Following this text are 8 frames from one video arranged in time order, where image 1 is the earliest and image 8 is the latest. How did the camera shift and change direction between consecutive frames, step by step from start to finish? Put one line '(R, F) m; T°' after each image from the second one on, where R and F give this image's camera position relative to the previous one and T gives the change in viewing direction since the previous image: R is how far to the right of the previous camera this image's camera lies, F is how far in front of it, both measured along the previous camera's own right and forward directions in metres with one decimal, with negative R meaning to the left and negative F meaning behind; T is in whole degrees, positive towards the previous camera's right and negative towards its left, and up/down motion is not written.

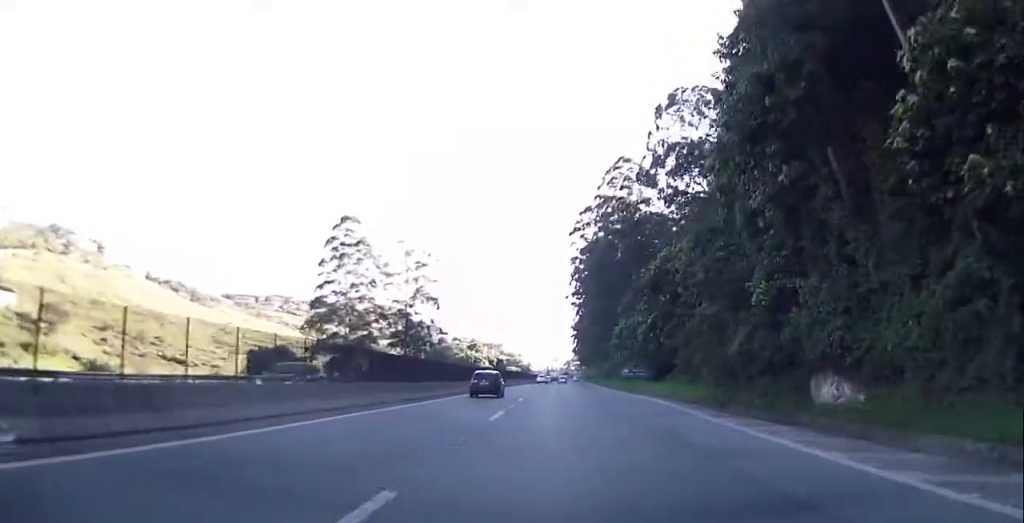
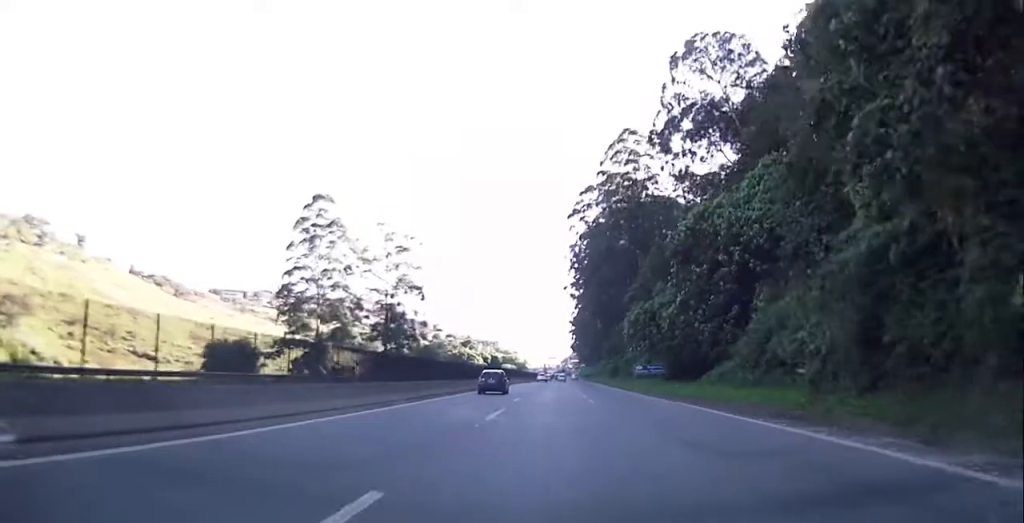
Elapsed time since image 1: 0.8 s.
(+0.6, +16.2) m; +2°
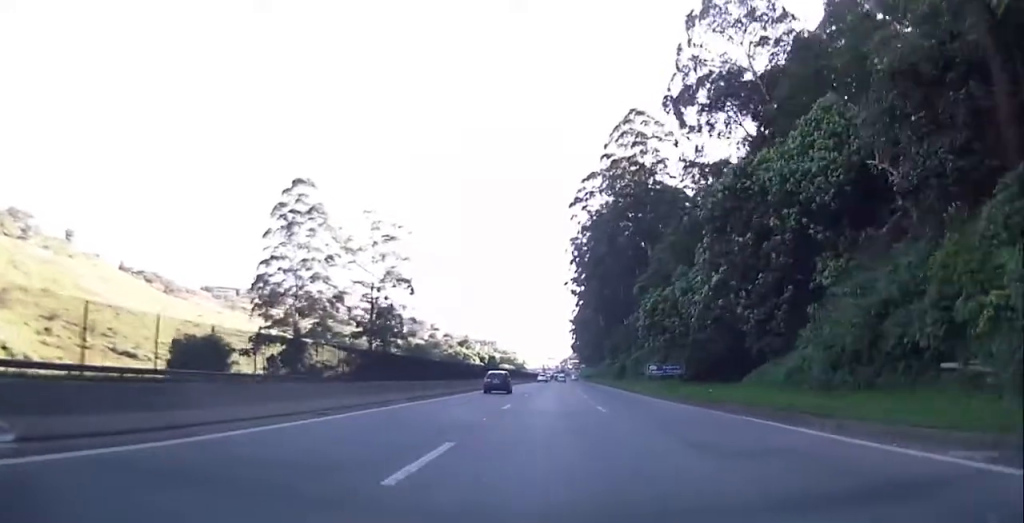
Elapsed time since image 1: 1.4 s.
(+0.2, +10.9) m; 0°
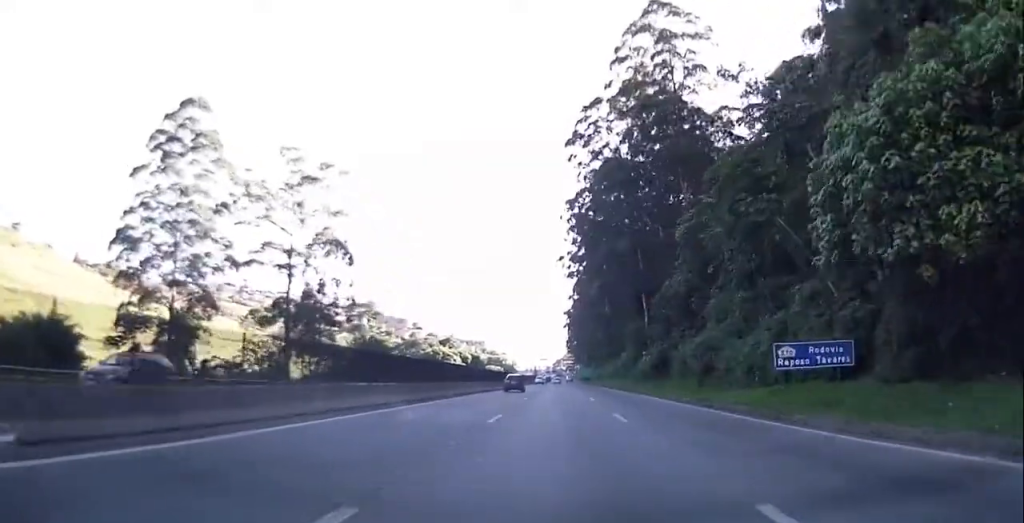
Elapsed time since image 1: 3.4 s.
(-0.9, +38.1) m; -2°
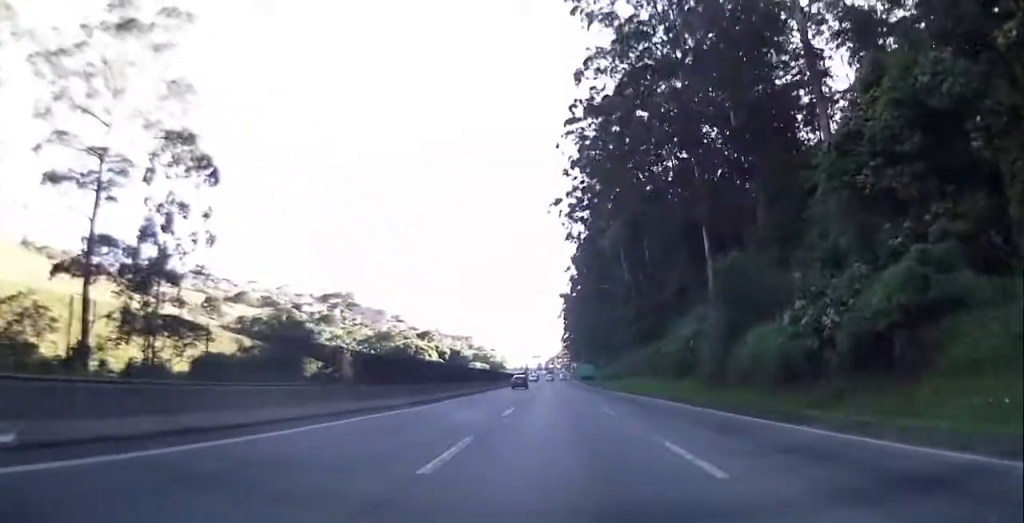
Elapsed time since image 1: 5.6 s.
(+1.1, +41.5) m; +2°
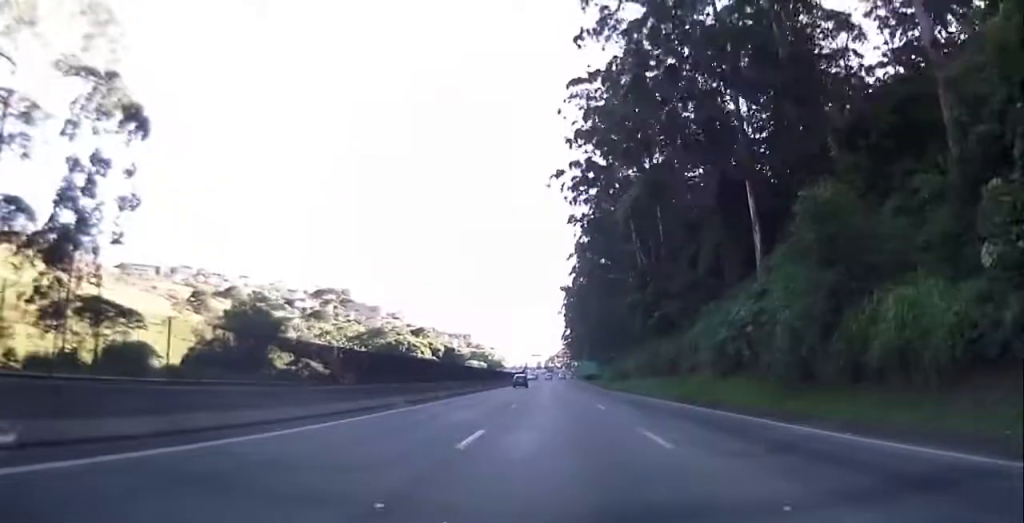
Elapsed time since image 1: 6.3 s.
(-0.1, +12.4) m; 0°
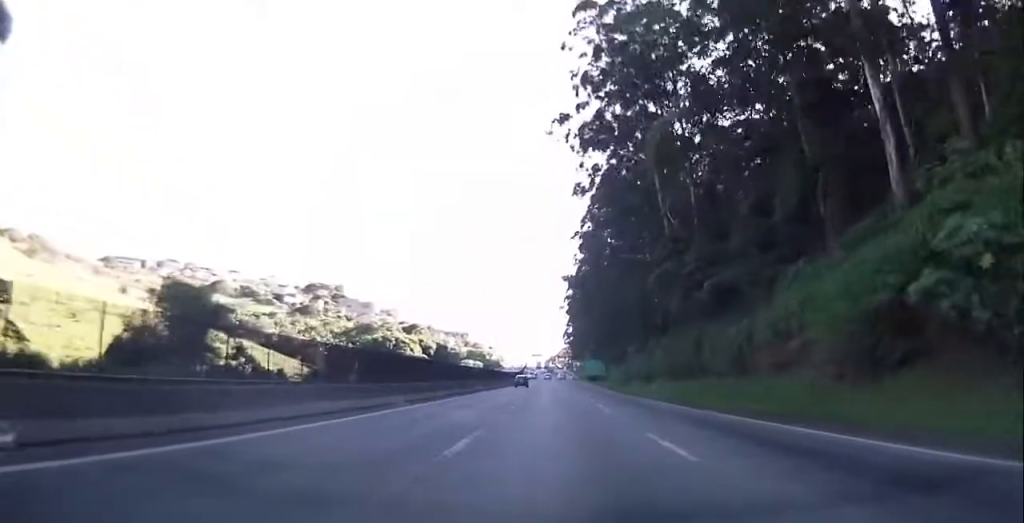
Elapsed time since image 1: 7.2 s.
(0.0, +17.4) m; -1°
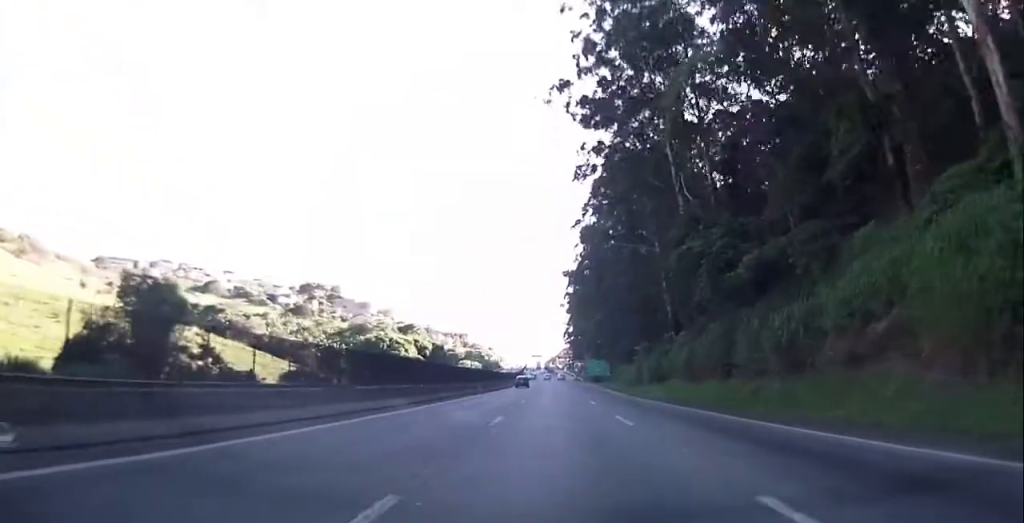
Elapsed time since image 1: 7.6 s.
(-0.1, +7.3) m; 0°
